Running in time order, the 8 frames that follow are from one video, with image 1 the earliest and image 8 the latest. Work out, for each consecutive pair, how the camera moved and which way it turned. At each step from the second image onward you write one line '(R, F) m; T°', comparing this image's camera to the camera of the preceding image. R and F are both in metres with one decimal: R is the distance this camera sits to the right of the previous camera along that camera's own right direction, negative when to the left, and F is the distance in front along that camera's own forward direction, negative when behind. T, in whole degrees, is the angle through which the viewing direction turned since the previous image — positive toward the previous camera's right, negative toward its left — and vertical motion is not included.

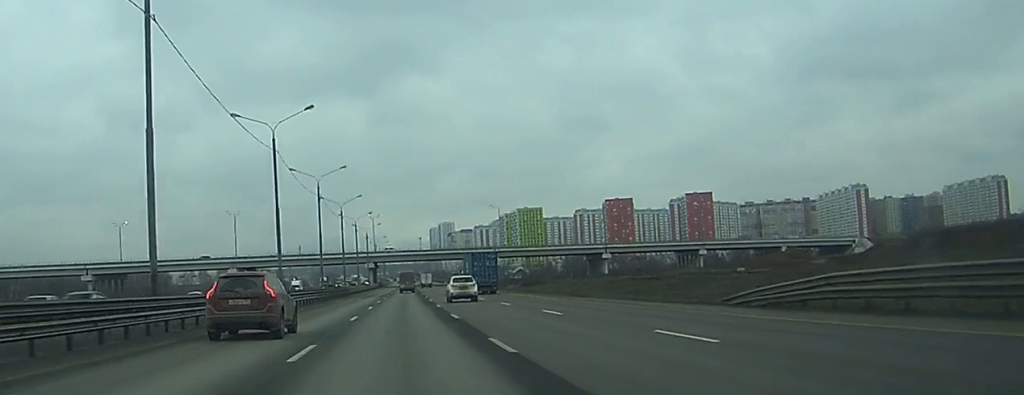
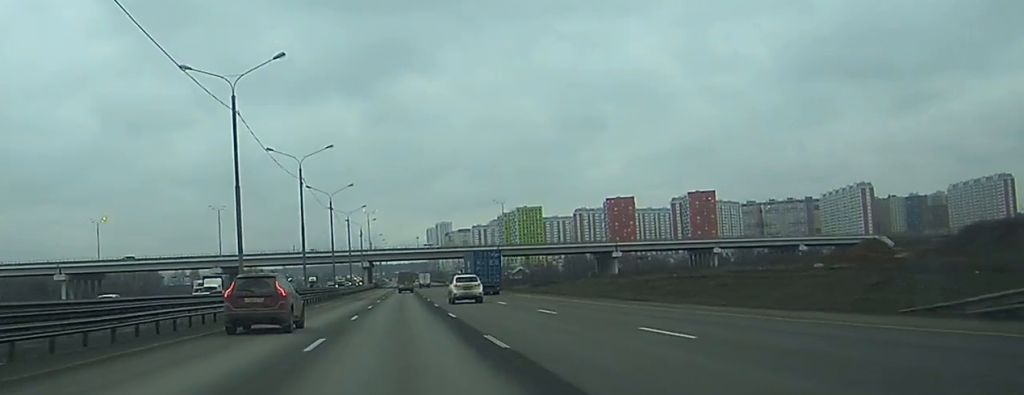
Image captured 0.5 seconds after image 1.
(+0.1, +14.7) m; 0°
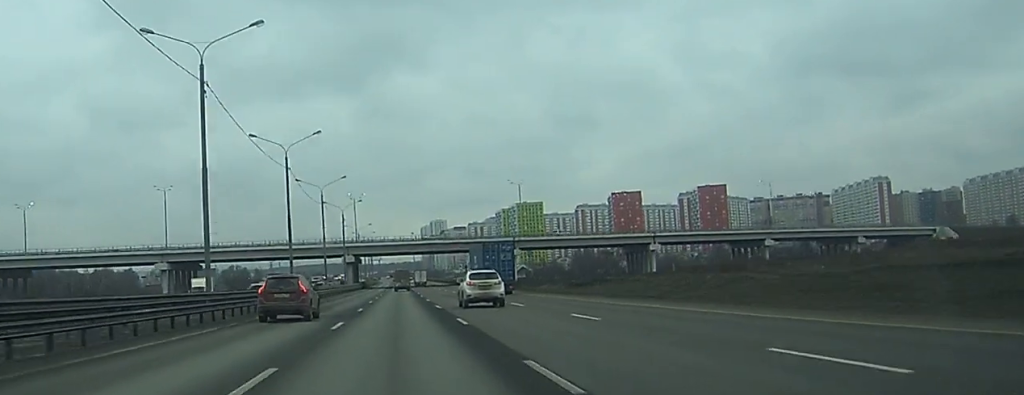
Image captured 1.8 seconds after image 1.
(+0.2, +39.3) m; 0°
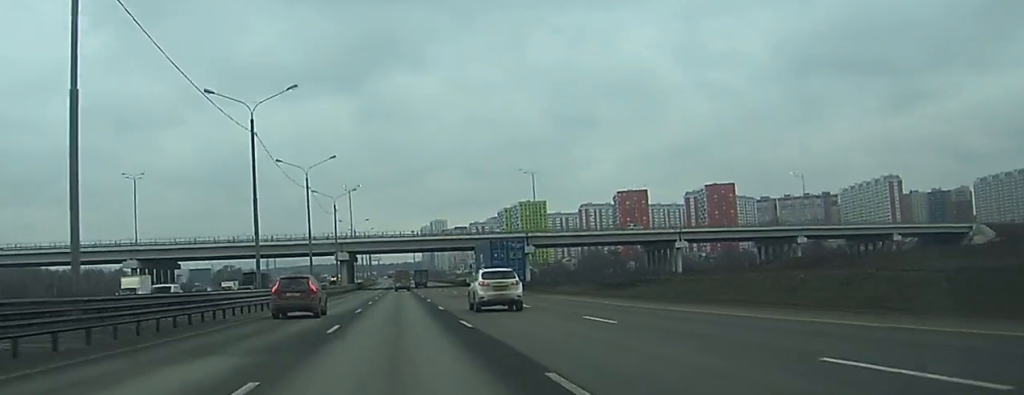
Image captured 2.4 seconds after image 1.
(0.0, +17.7) m; 0°
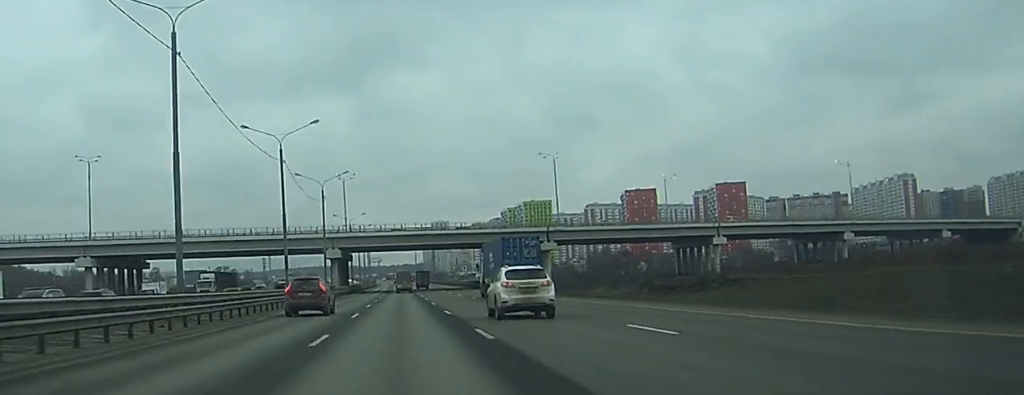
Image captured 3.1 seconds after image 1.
(0.0, +20.7) m; 0°
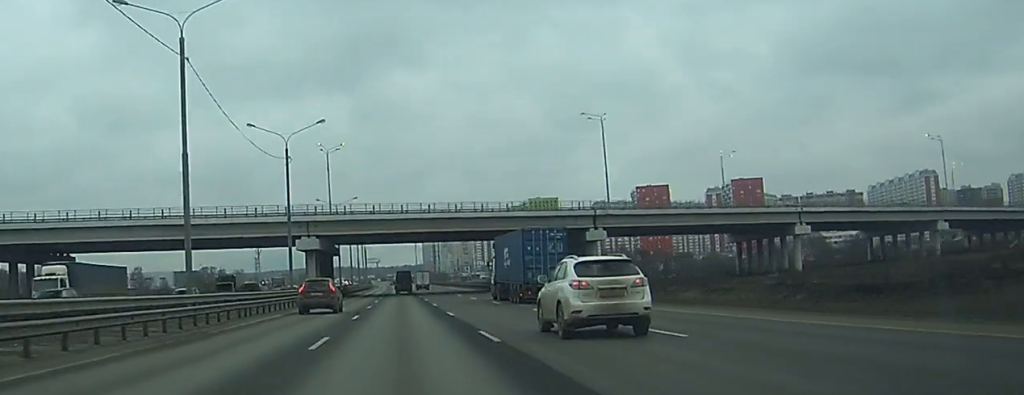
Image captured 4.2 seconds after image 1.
(0.0, +32.7) m; 0°
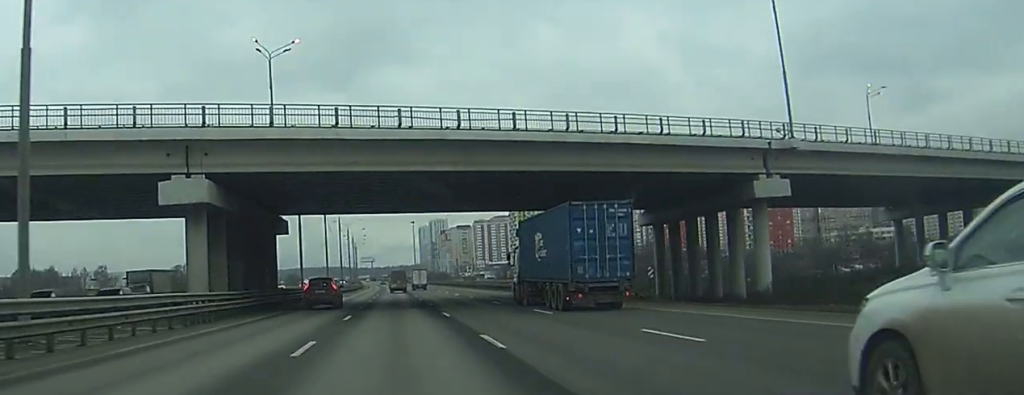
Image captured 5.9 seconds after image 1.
(+0.2, +49.8) m; 0°
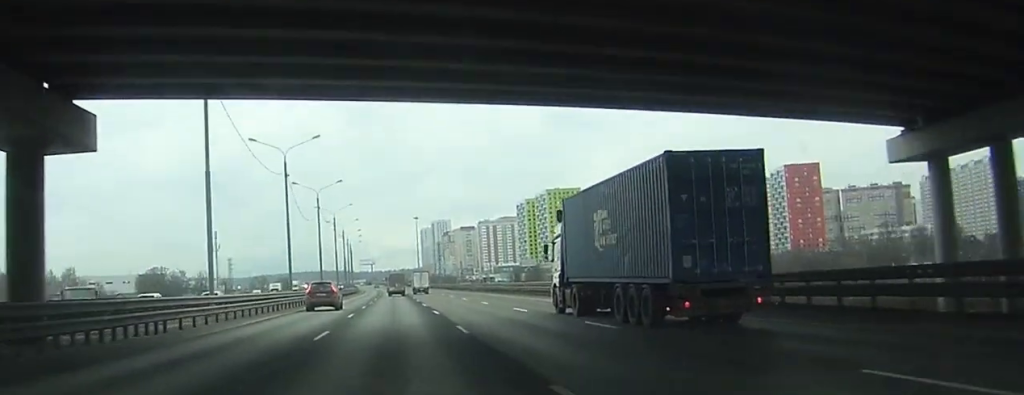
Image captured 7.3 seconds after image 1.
(-0.1, +42.2) m; 0°
